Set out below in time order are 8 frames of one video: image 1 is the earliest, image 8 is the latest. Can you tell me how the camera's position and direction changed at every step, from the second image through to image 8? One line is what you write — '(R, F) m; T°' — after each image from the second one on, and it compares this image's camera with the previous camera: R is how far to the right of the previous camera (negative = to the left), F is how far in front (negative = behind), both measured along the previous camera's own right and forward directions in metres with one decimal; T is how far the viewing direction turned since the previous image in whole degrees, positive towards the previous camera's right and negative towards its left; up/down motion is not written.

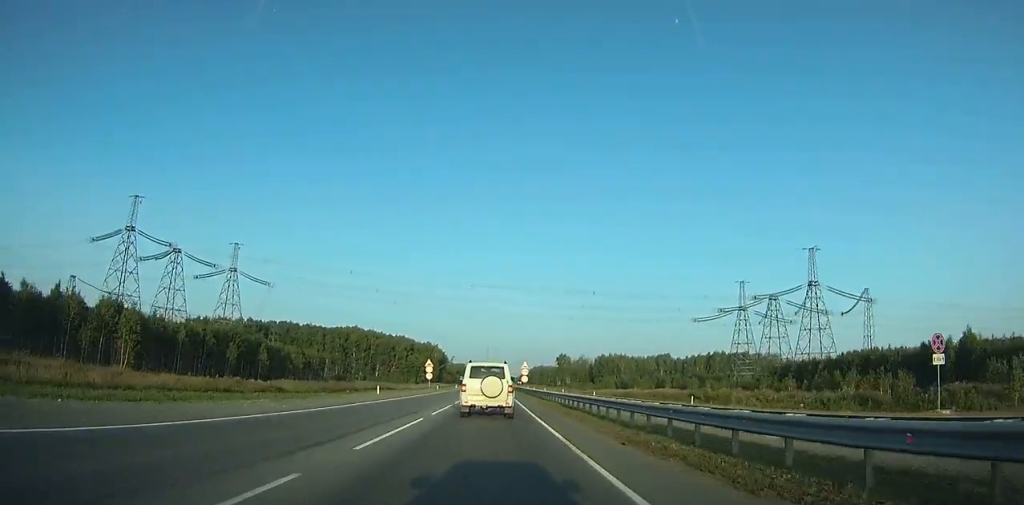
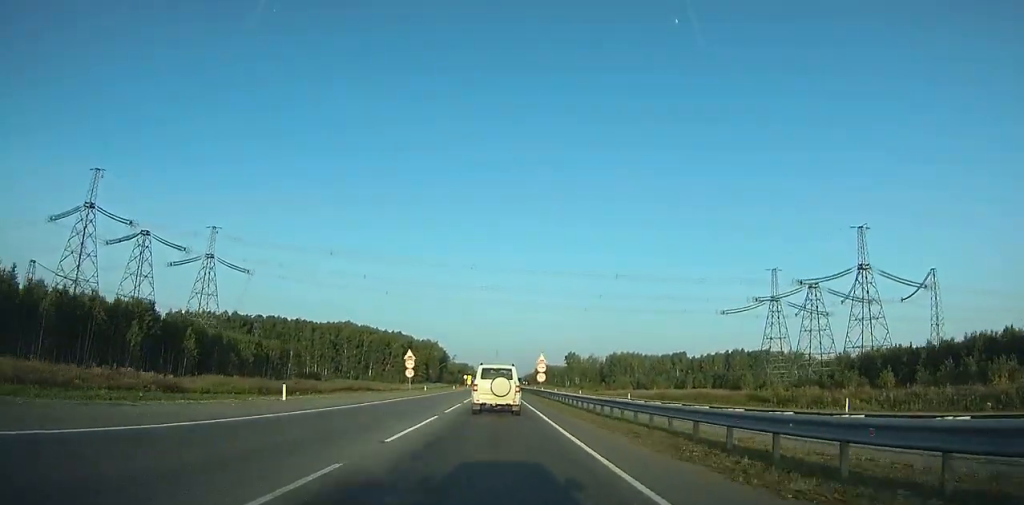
(-0.2, +23.7) m; 0°
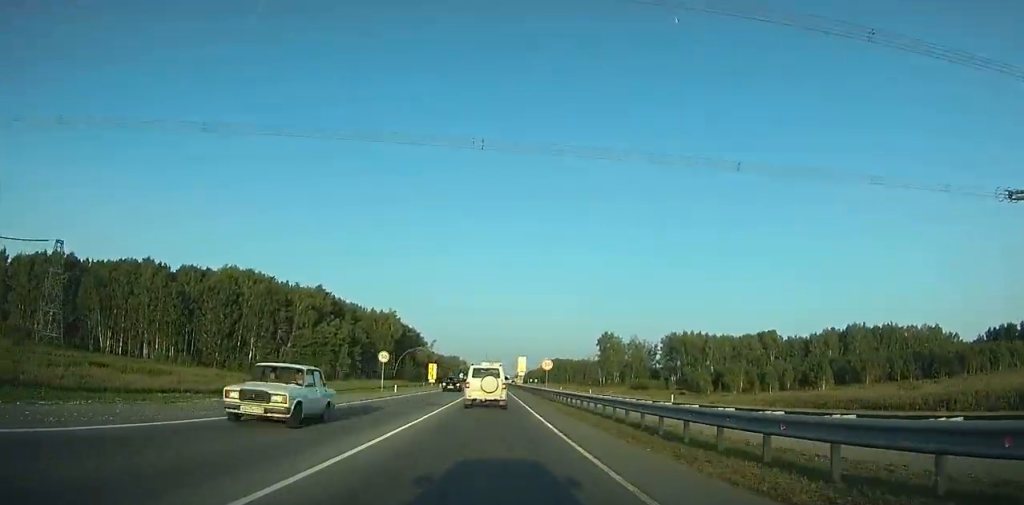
(-0.1, +110.5) m; +1°
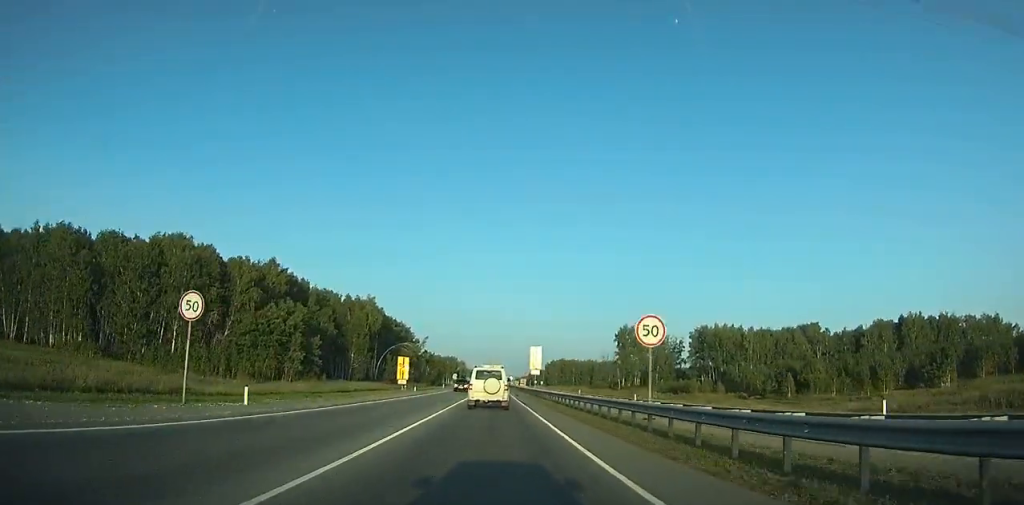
(+0.2, +31.9) m; 0°
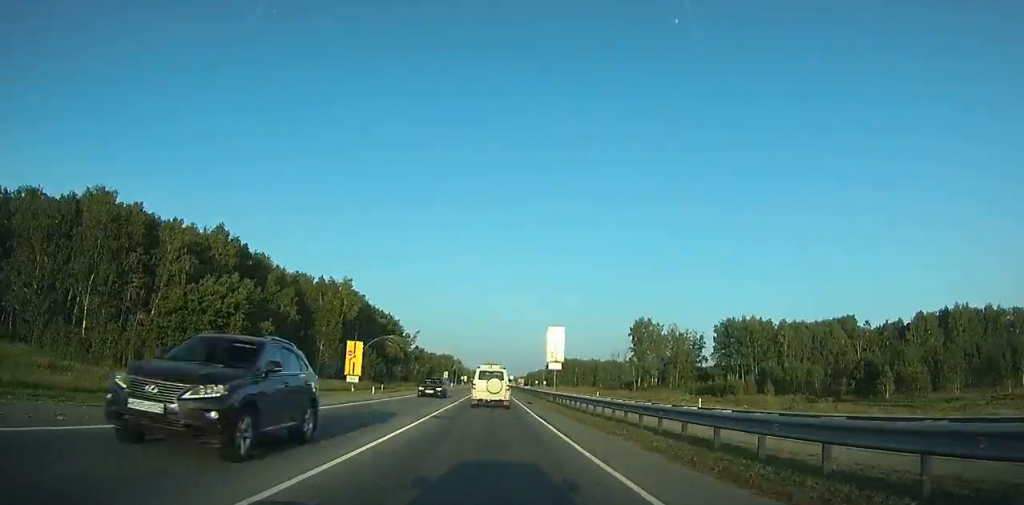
(+0.1, +22.8) m; 0°
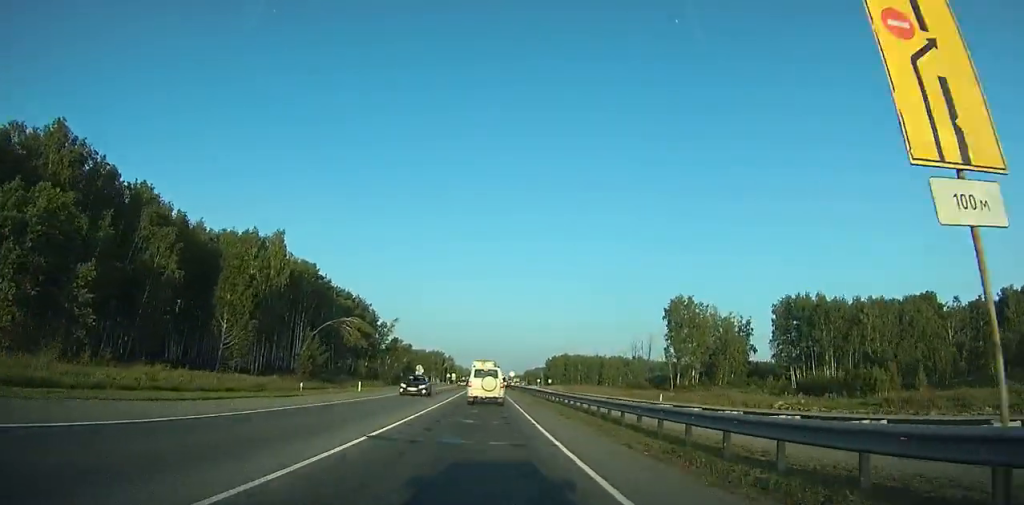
(-0.2, +38.0) m; 0°
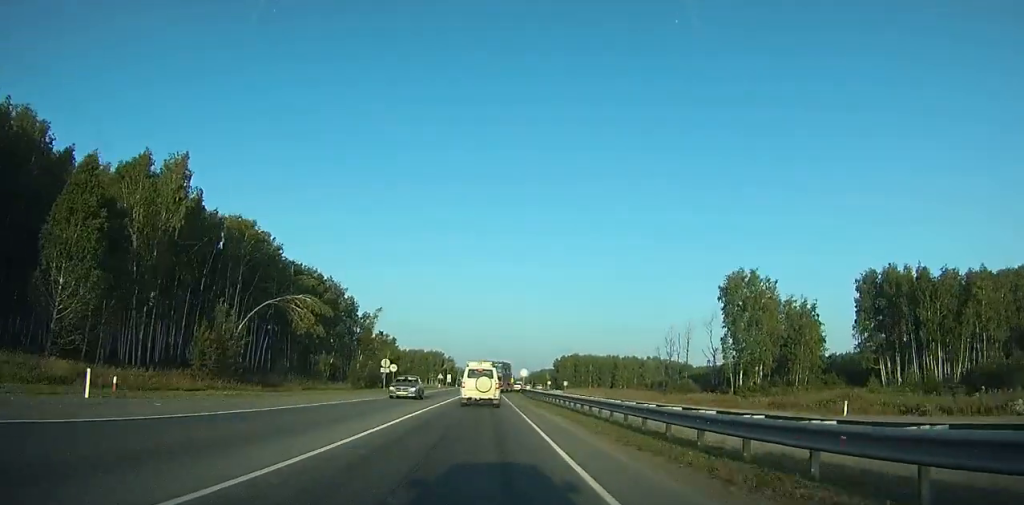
(+0.1, +29.7) m; 0°
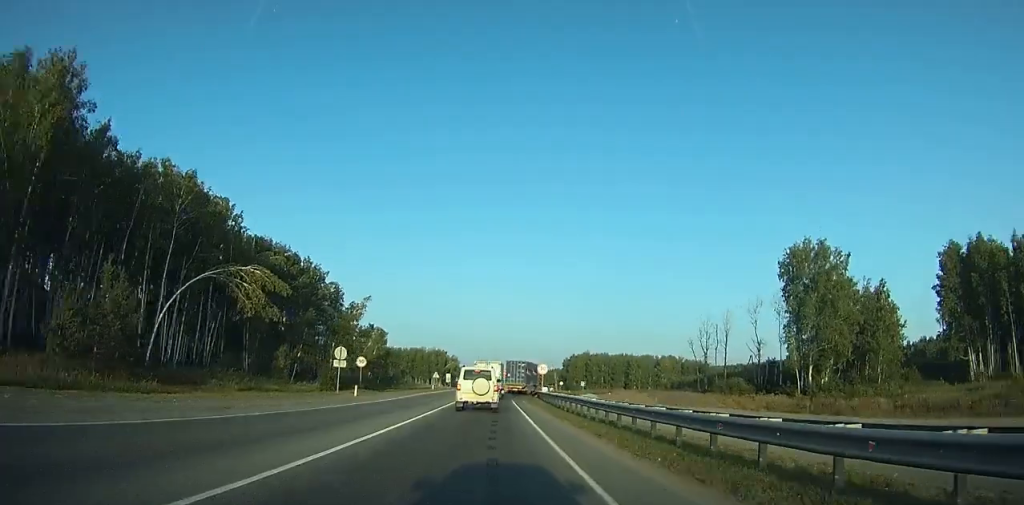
(+0.1, +19.1) m; 0°
